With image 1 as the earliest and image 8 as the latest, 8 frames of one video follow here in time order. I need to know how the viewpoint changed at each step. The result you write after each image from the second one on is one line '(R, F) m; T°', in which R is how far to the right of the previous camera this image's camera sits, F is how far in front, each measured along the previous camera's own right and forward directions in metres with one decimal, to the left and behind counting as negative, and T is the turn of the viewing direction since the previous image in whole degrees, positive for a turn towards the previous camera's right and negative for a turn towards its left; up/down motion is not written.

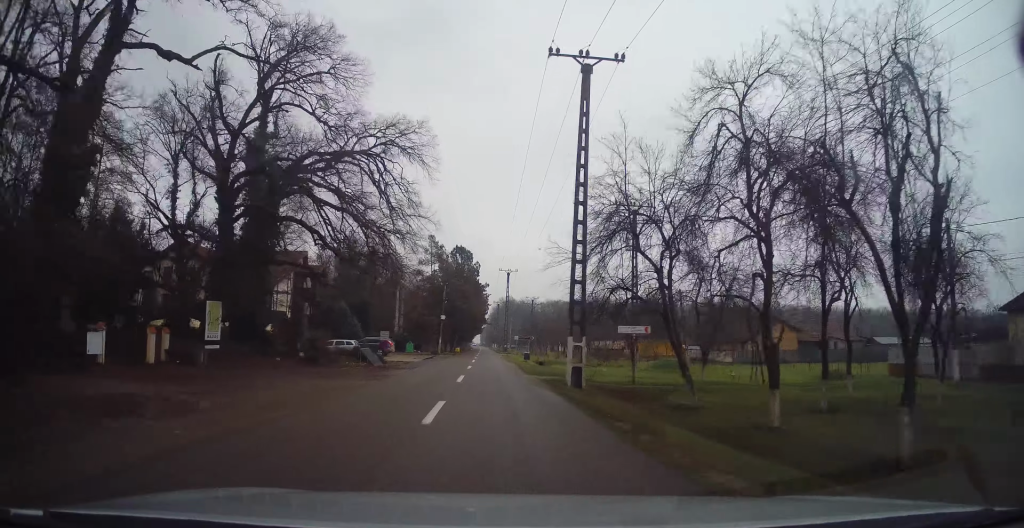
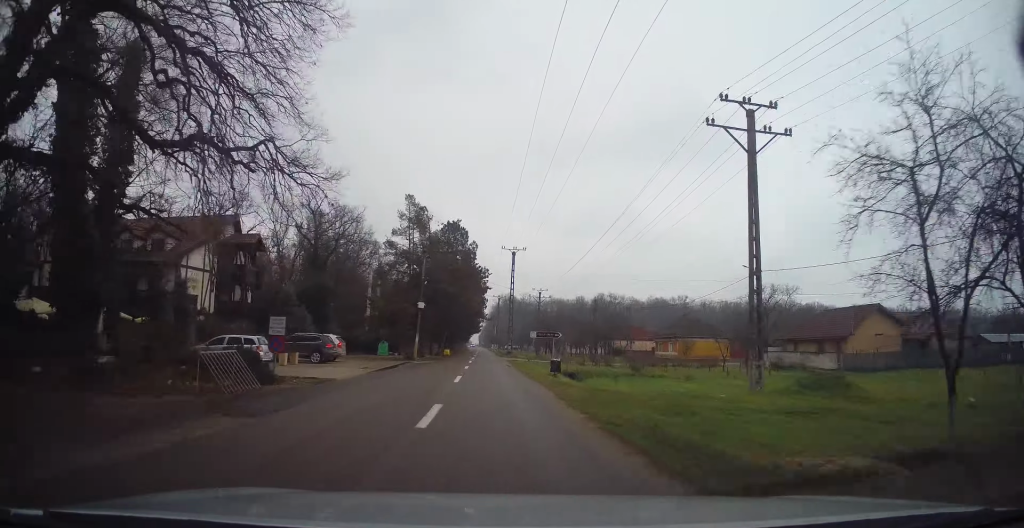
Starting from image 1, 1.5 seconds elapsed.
(-0.3, +18.4) m; +1°
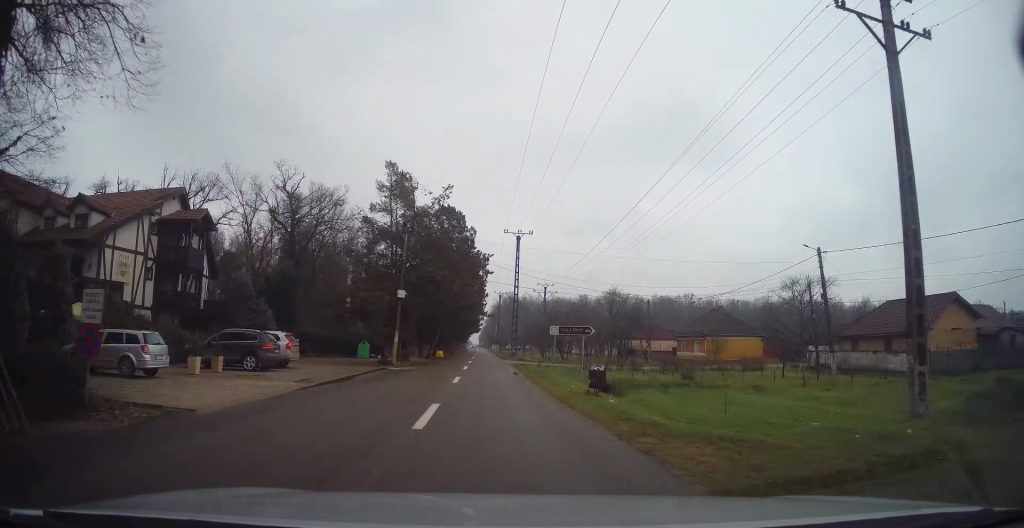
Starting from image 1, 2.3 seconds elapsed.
(+0.4, +9.4) m; 0°
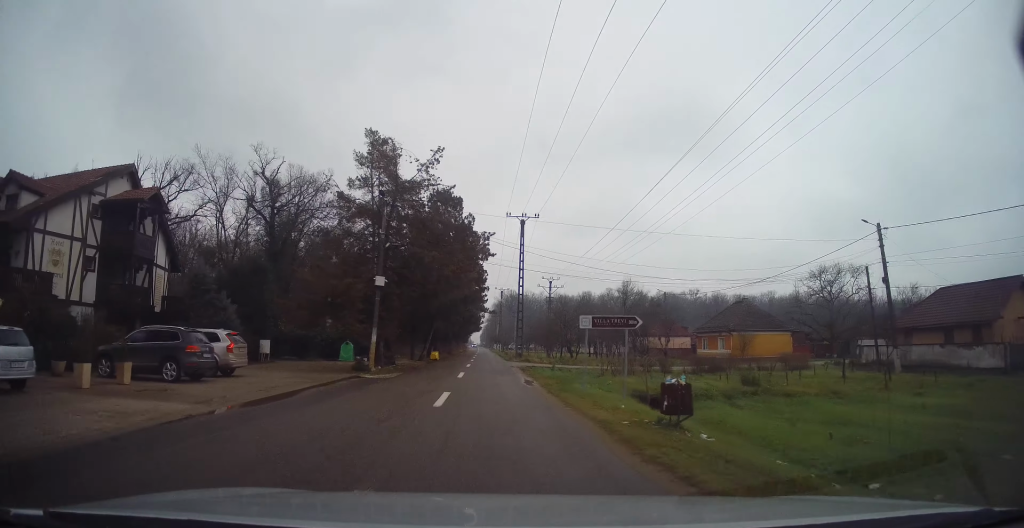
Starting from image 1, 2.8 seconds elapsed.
(-0.1, +6.4) m; -1°
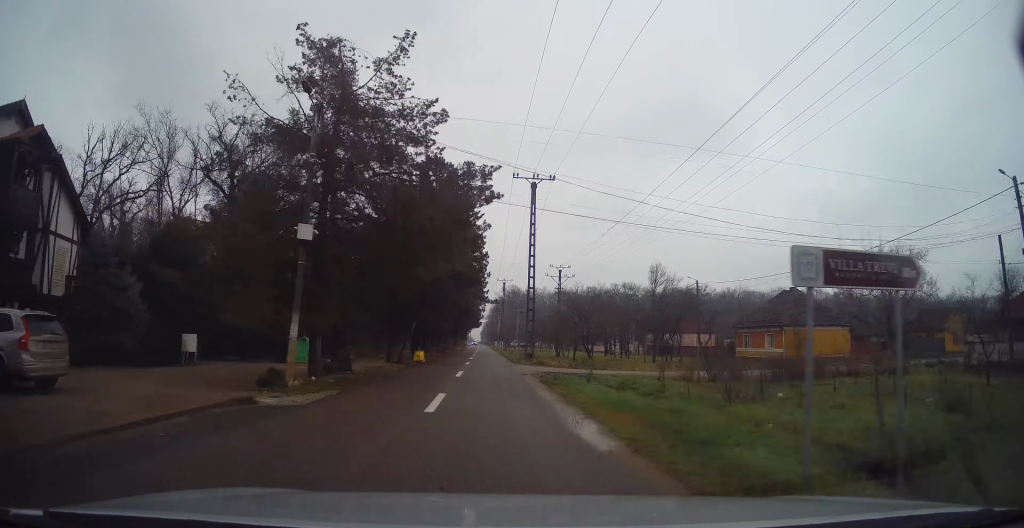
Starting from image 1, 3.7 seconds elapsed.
(-0.3, +10.2) m; -1°
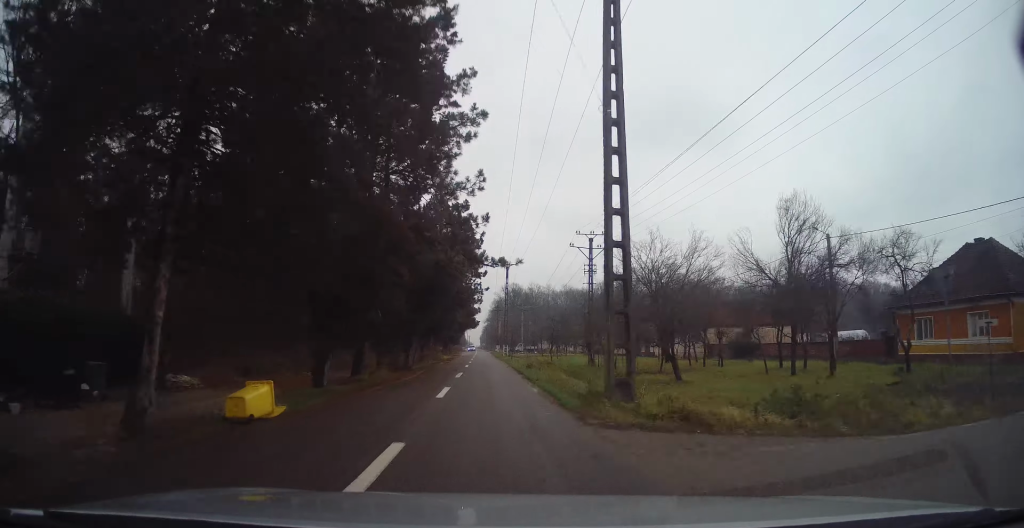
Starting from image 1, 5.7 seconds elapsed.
(+0.9, +23.9) m; +2°
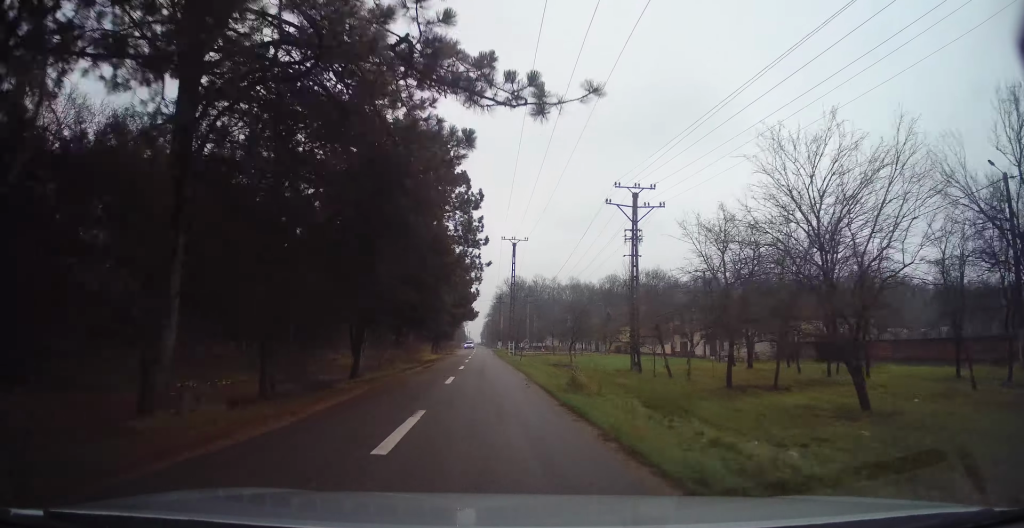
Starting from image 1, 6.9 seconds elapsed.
(-0.2, +15.0) m; 0°
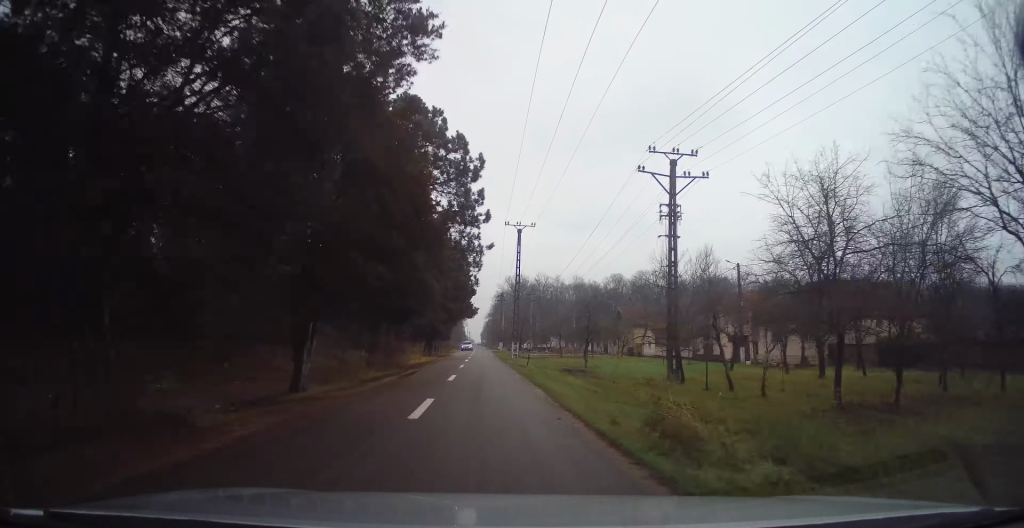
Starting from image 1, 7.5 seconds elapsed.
(+0.3, +7.2) m; 0°
